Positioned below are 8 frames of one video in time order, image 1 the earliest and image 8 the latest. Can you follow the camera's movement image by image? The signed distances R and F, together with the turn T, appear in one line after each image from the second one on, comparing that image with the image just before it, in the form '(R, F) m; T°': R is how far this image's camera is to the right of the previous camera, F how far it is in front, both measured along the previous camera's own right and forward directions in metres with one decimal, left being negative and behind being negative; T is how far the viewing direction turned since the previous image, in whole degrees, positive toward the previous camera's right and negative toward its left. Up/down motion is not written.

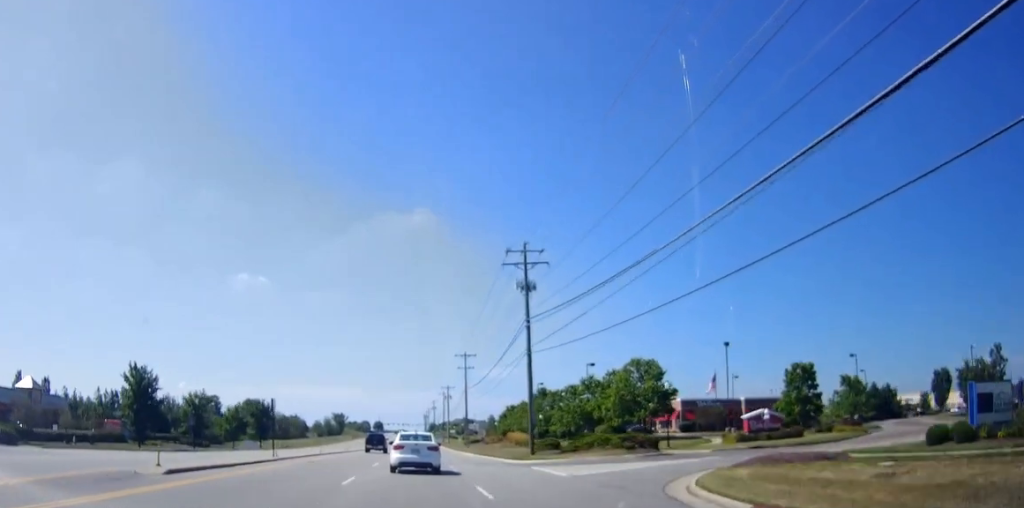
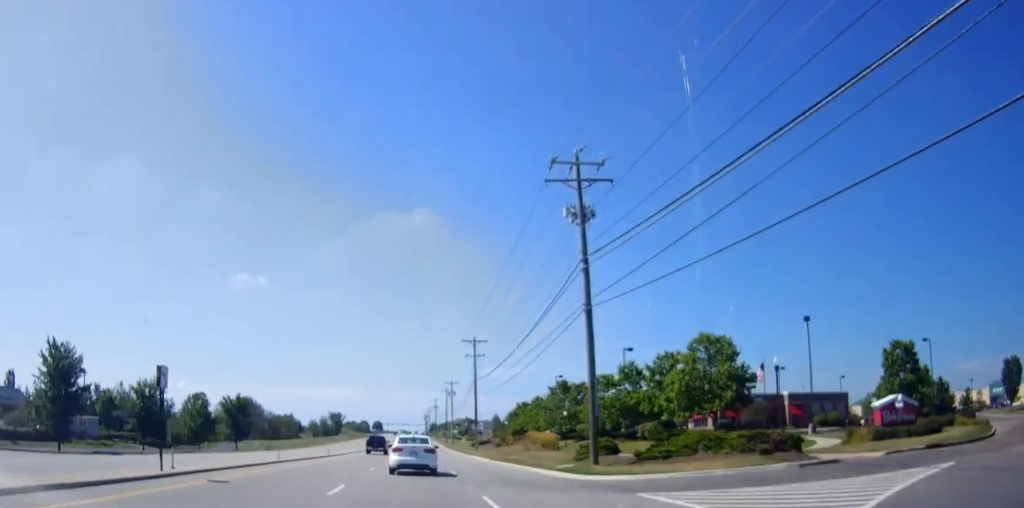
(+0.1, +14.2) m; -1°
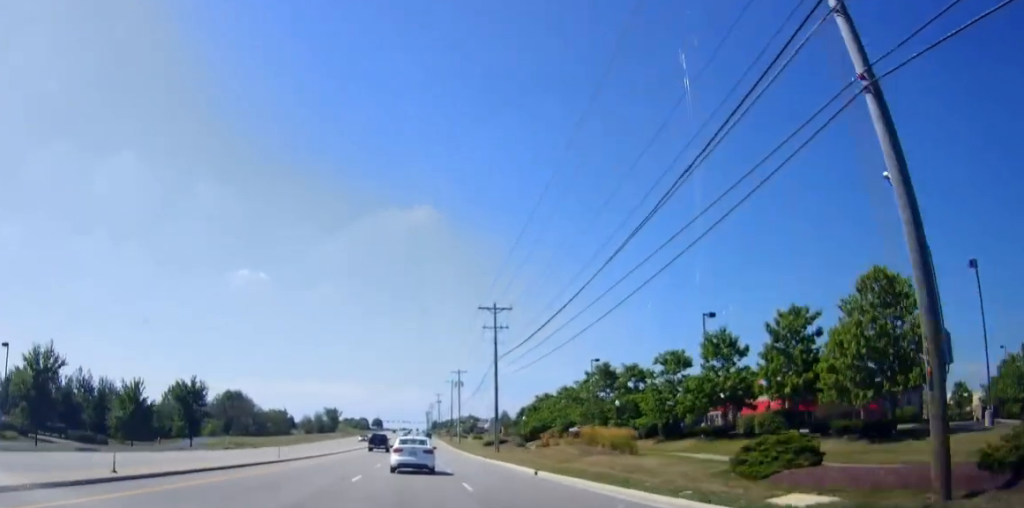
(-0.4, +18.9) m; -2°
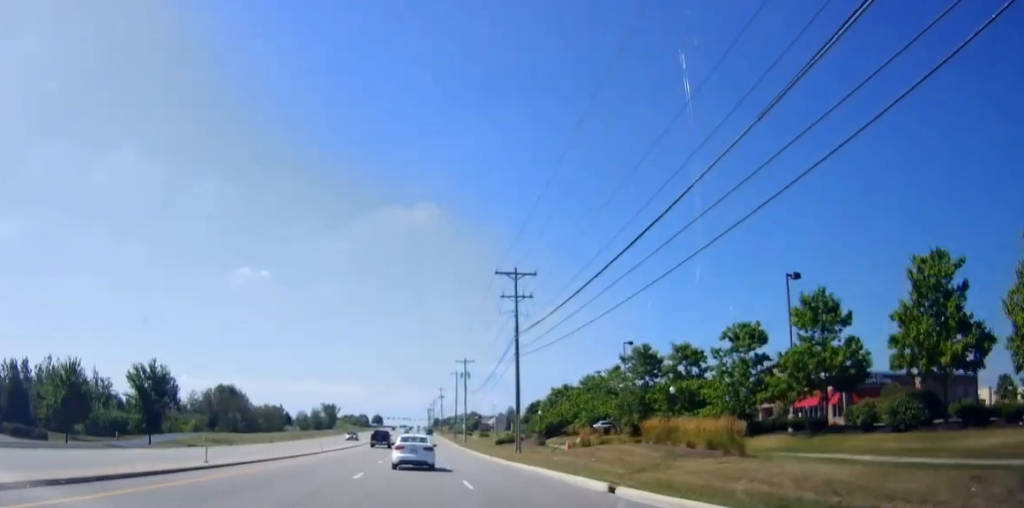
(-0.3, +11.9) m; 0°
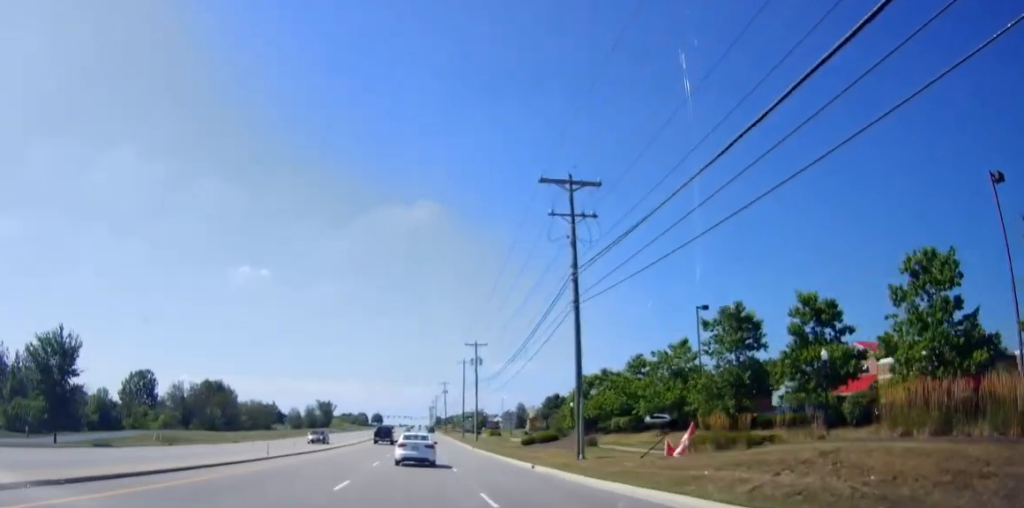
(+0.2, +17.7) m; +1°
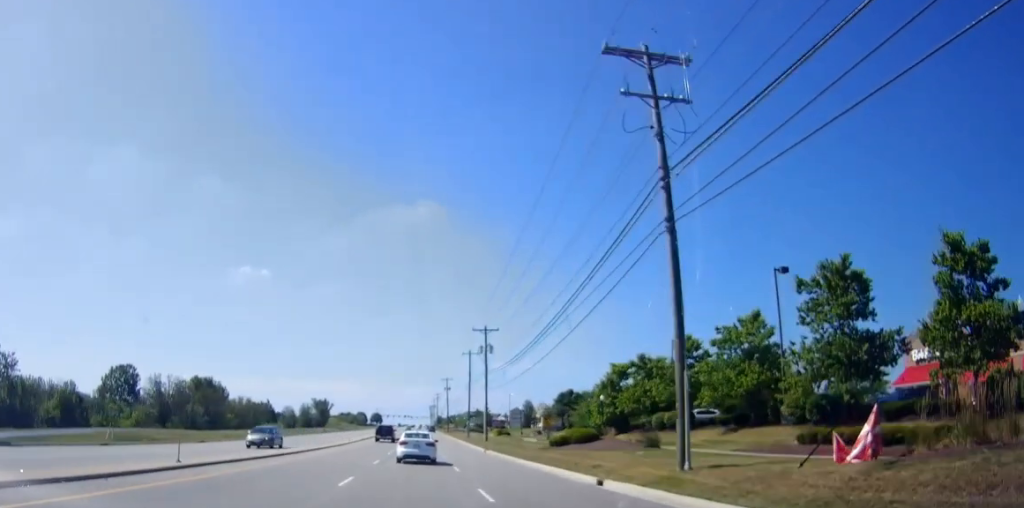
(+0.1, +11.4) m; 0°
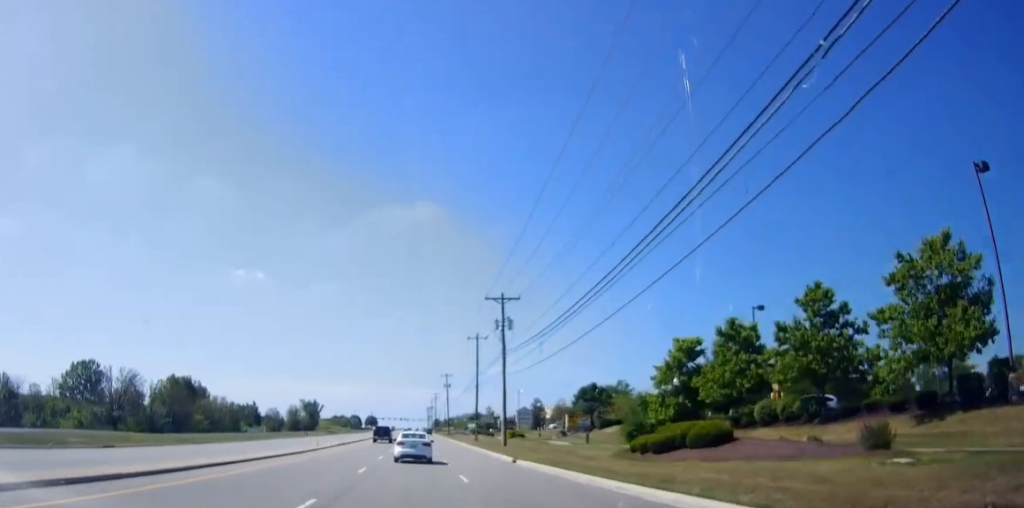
(0.0, +18.2) m; -1°
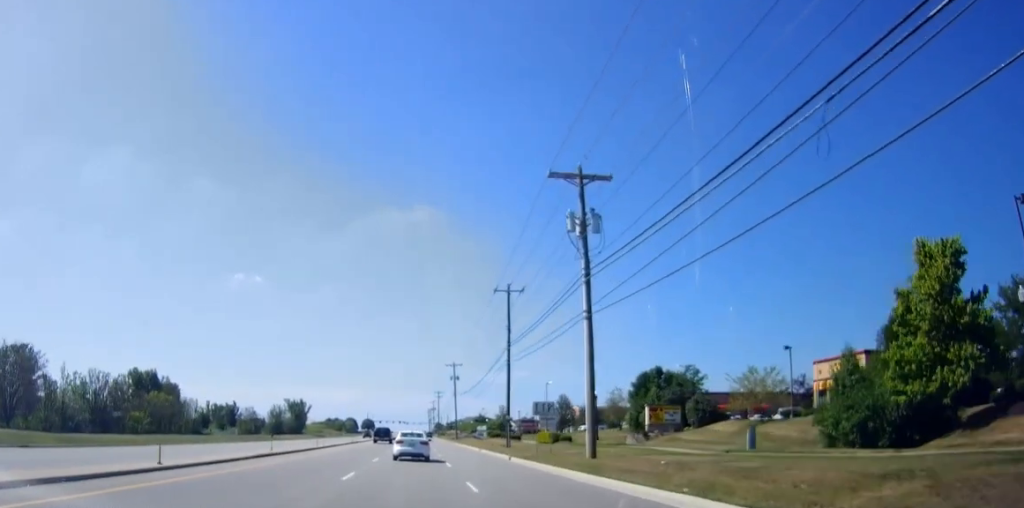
(+0.1, +27.7) m; +1°
